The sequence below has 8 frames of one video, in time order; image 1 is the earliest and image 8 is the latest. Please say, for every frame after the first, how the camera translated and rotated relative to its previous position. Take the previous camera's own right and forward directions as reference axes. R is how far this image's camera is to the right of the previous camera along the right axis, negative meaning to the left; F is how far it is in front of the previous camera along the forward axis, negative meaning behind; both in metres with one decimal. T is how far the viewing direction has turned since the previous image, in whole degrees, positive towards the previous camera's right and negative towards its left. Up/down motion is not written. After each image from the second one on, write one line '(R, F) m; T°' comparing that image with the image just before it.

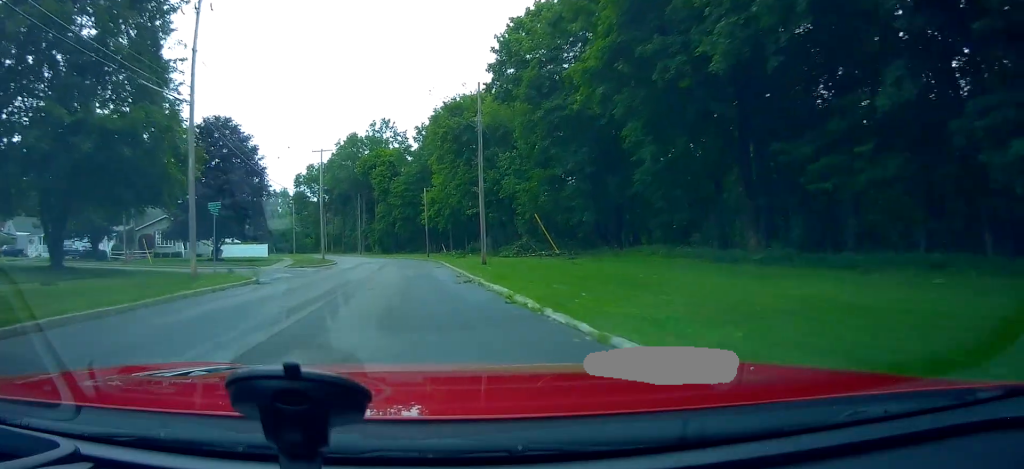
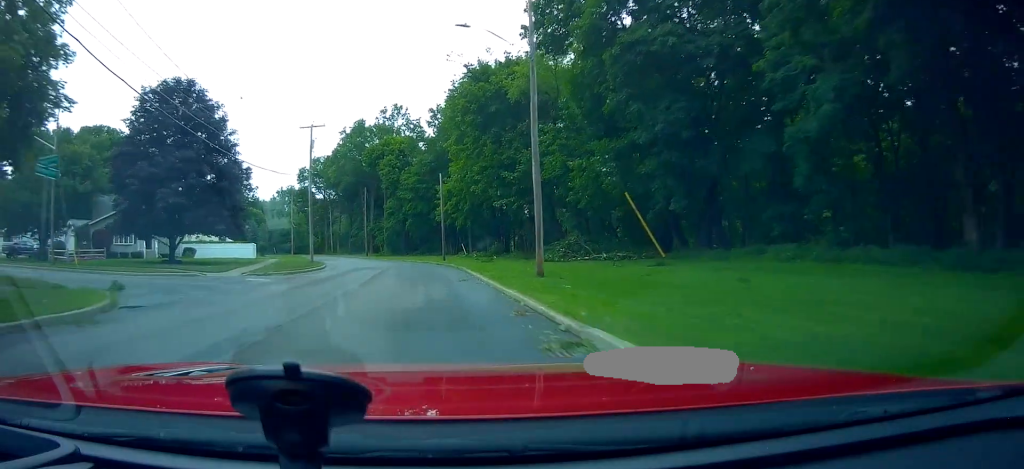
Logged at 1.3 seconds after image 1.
(0.0, +12.8) m; 0°
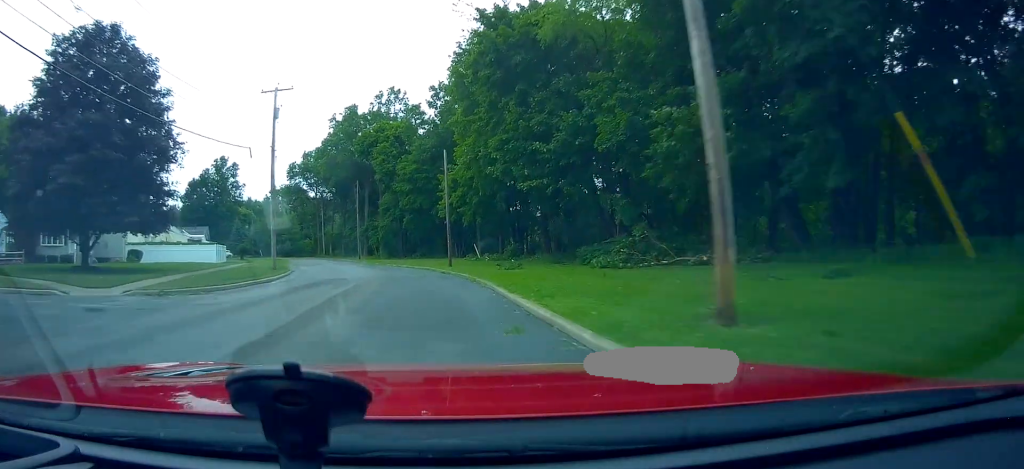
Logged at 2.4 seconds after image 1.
(0.0, +12.1) m; -1°
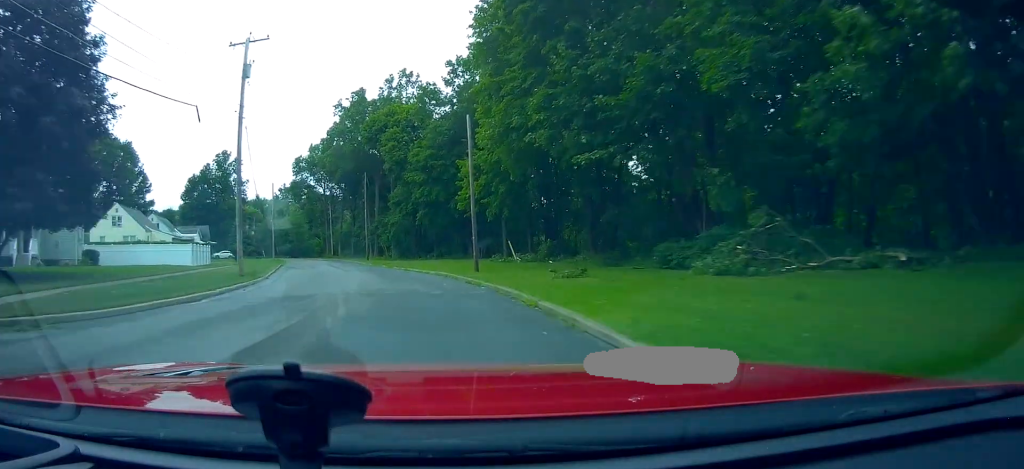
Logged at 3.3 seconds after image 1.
(-0.1, +9.0) m; -3°
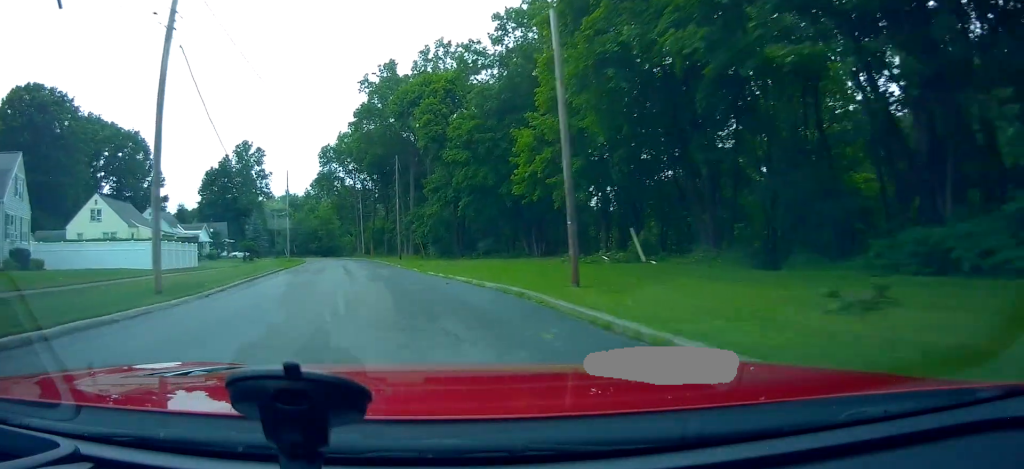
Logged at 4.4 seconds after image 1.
(-0.6, +11.8) m; -4°
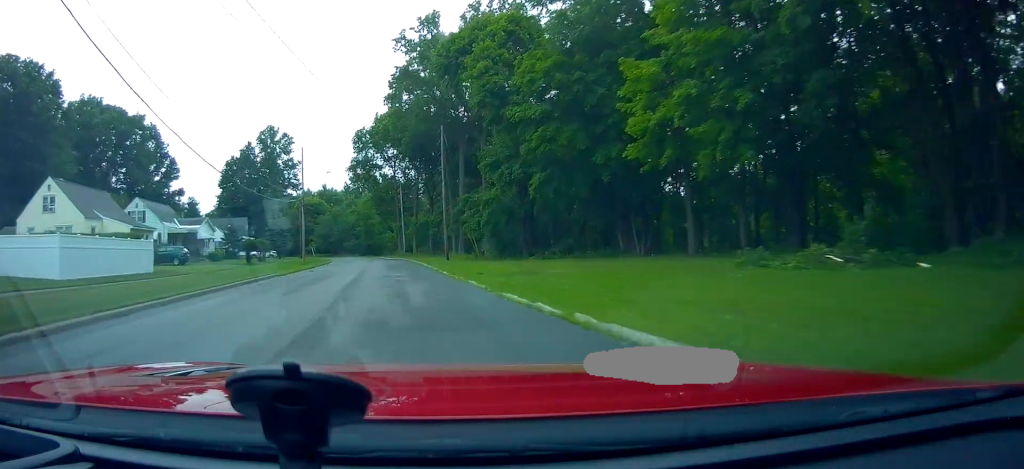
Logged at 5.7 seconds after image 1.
(-0.4, +14.1) m; -4°
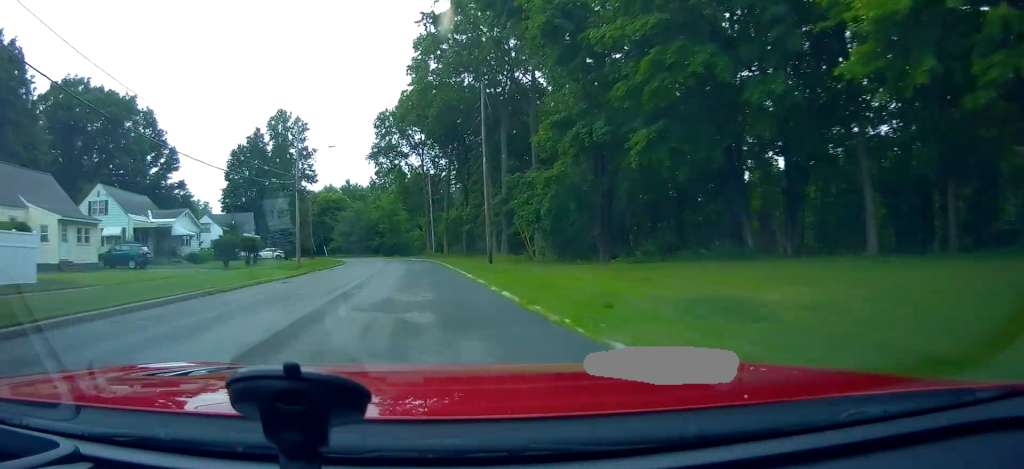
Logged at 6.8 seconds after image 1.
(-0.3, +12.5) m; -1°
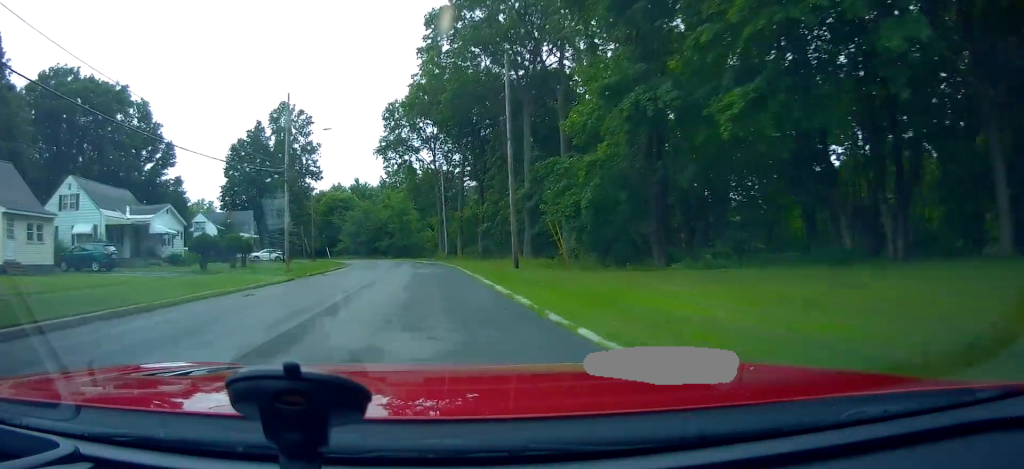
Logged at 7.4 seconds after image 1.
(0.0, +6.0) m; 0°
